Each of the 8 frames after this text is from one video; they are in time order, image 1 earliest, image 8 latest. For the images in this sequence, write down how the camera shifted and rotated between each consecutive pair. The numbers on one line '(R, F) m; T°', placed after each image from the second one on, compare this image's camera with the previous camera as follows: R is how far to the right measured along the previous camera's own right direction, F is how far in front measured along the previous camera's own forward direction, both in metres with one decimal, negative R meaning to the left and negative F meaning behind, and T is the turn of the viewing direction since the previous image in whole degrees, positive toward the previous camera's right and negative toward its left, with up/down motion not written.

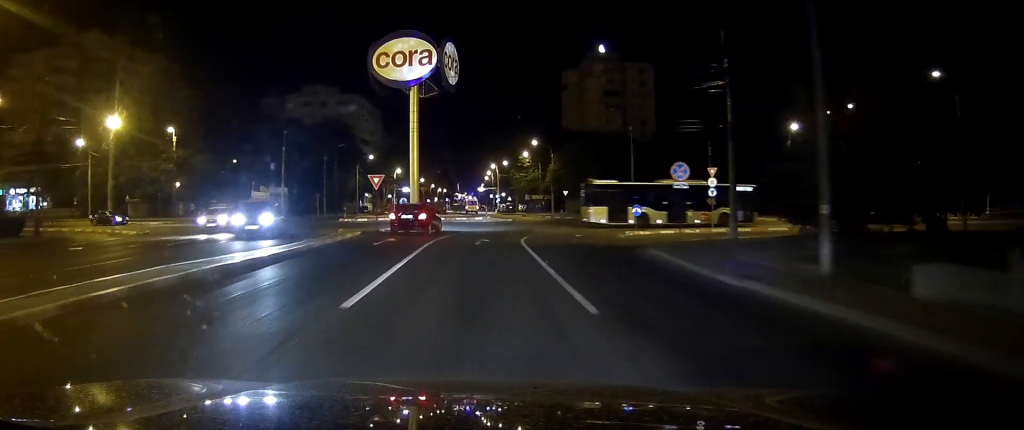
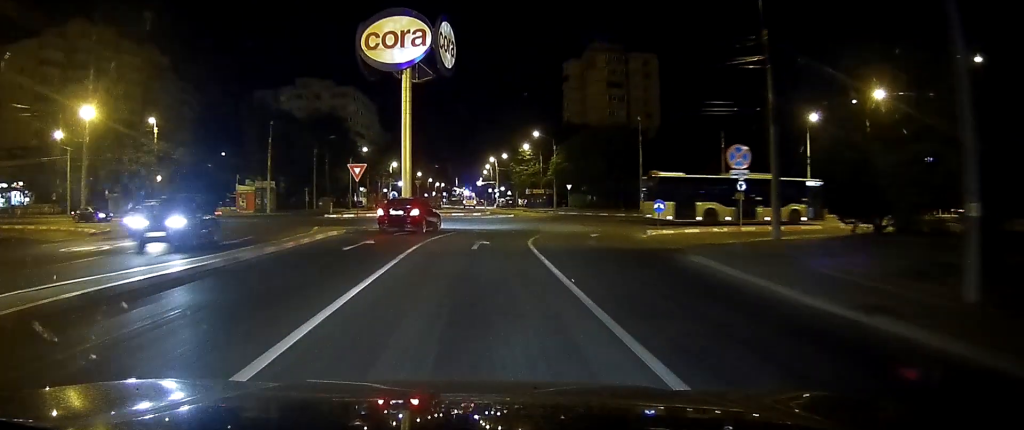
(-0.1, +5.2) m; +1°
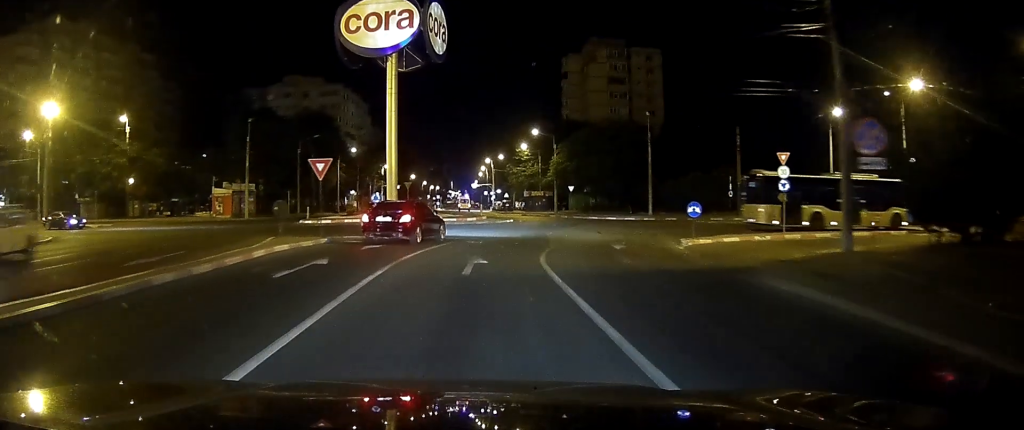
(+0.2, +5.9) m; +1°
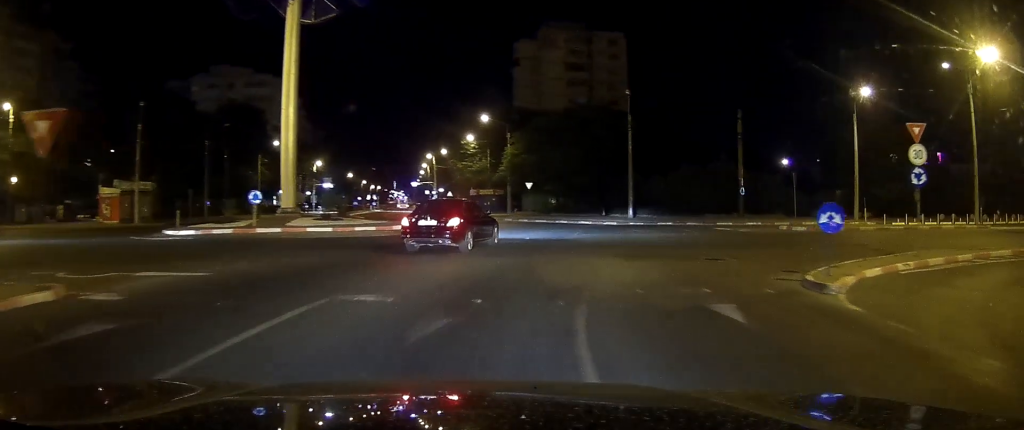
(+0.4, +14.0) m; +4°
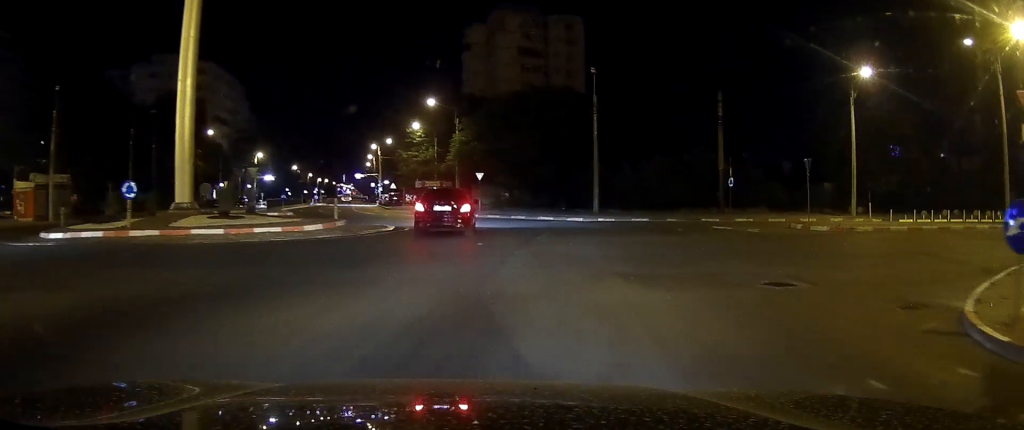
(+0.1, +5.8) m; +2°
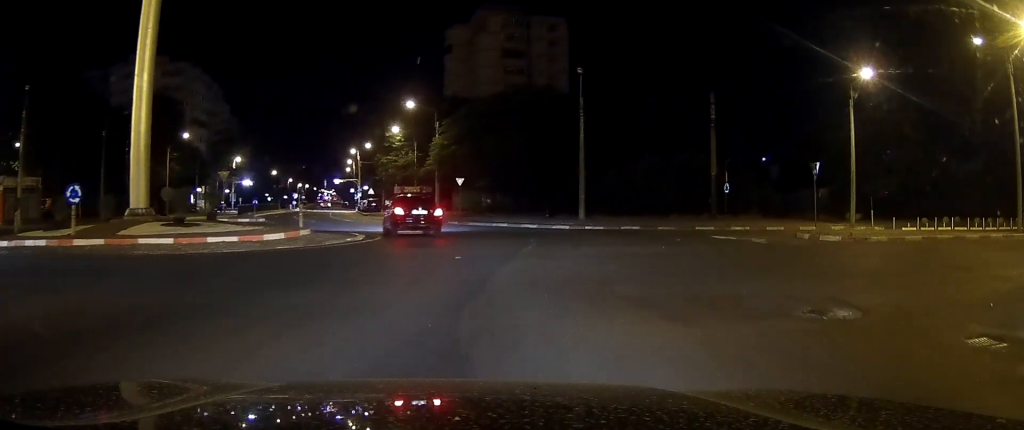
(0.0, +2.0) m; +1°
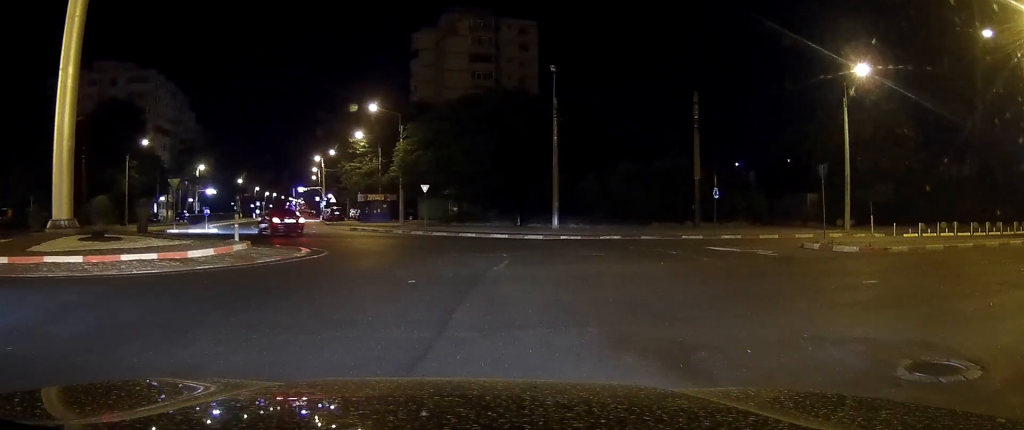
(+0.1, +3.2) m; +8°
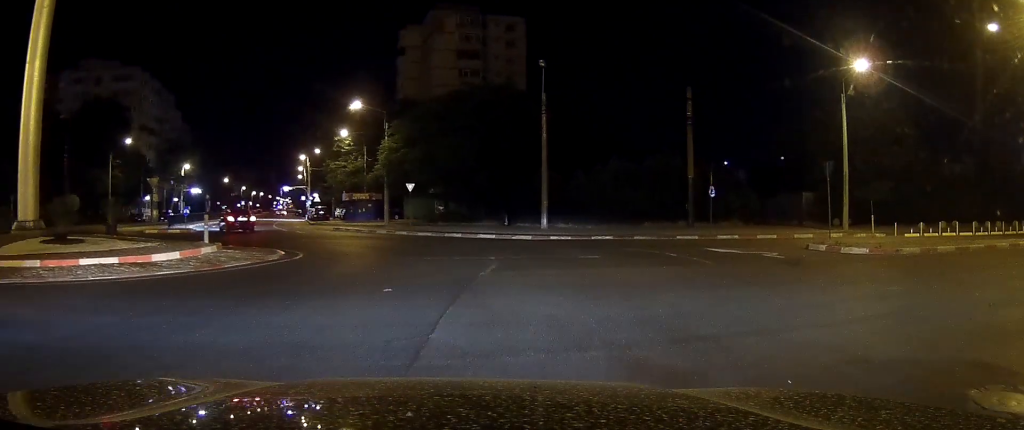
(+0.2, +1.2) m; +7°
